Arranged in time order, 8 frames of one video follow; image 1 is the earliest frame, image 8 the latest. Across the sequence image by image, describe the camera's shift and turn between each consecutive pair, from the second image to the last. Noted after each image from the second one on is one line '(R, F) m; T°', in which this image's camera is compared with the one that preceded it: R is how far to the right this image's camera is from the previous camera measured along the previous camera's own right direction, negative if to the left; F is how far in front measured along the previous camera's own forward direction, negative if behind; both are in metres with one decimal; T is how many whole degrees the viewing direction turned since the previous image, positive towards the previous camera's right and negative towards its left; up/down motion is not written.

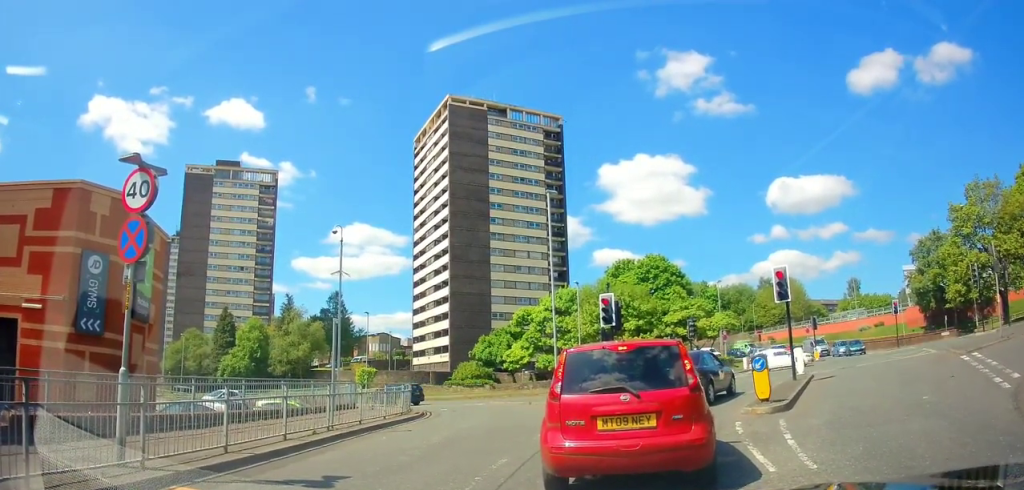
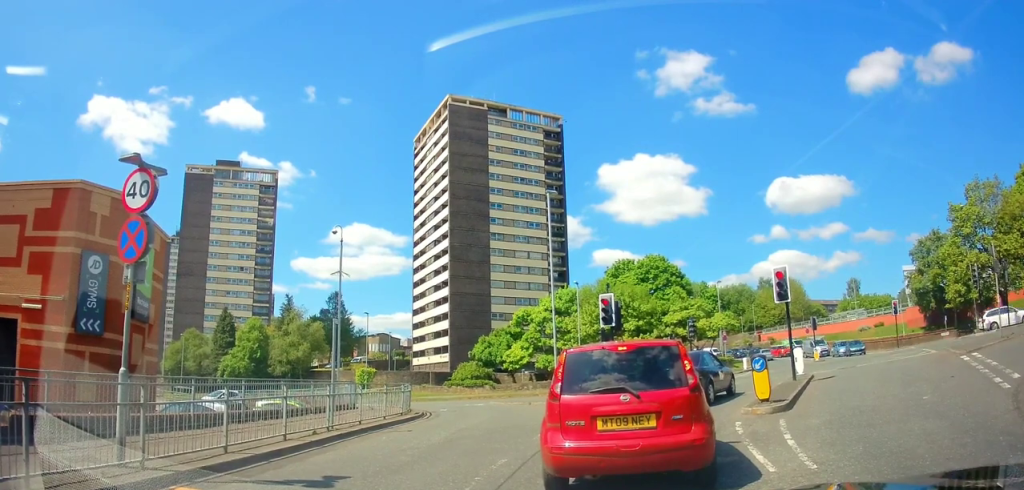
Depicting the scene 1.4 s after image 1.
(0.0, 0.0) m; 0°
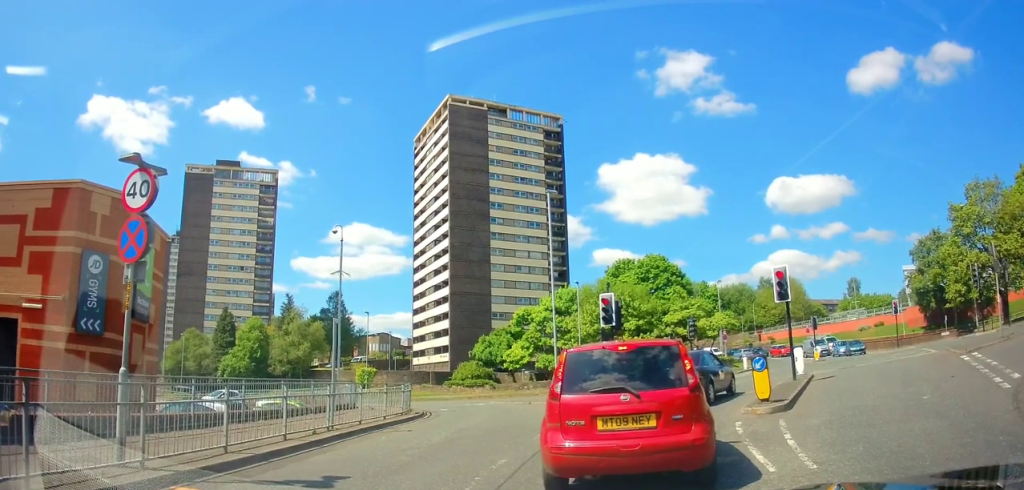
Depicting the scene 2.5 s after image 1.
(0.0, 0.0) m; 0°
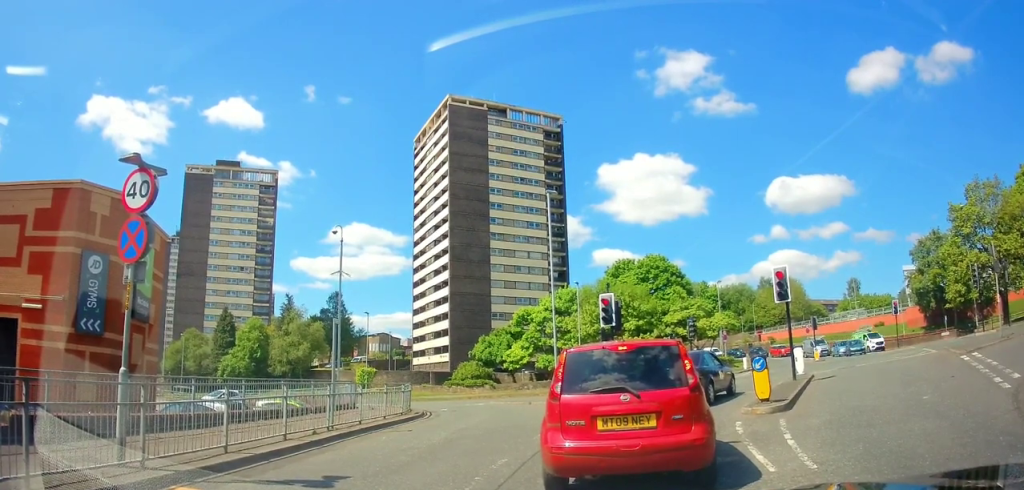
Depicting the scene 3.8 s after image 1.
(0.0, 0.0) m; 0°
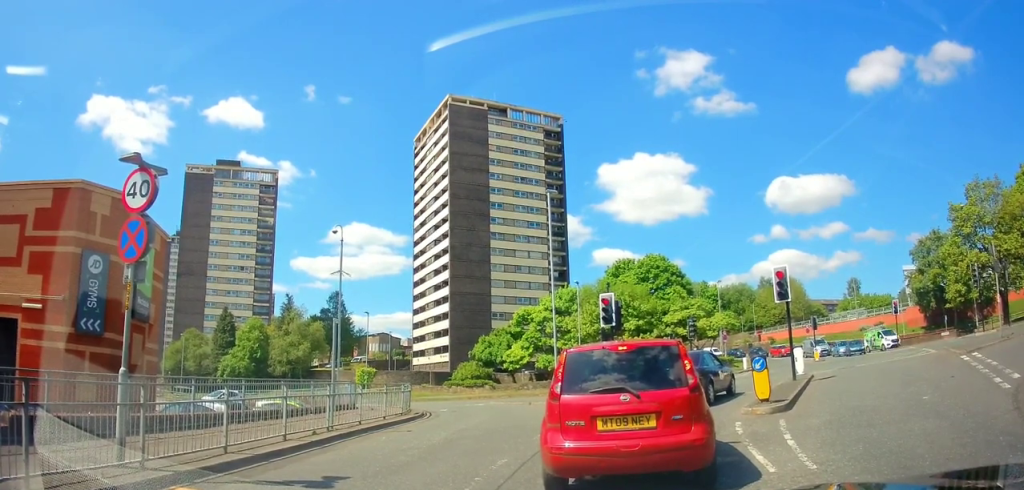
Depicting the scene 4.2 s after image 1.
(0.0, 0.0) m; 0°
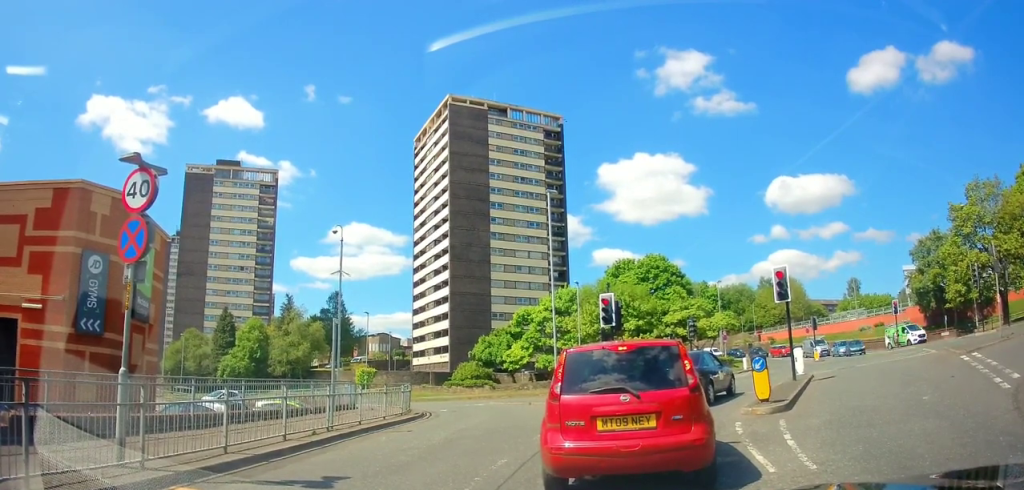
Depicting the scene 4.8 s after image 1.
(0.0, 0.0) m; 0°
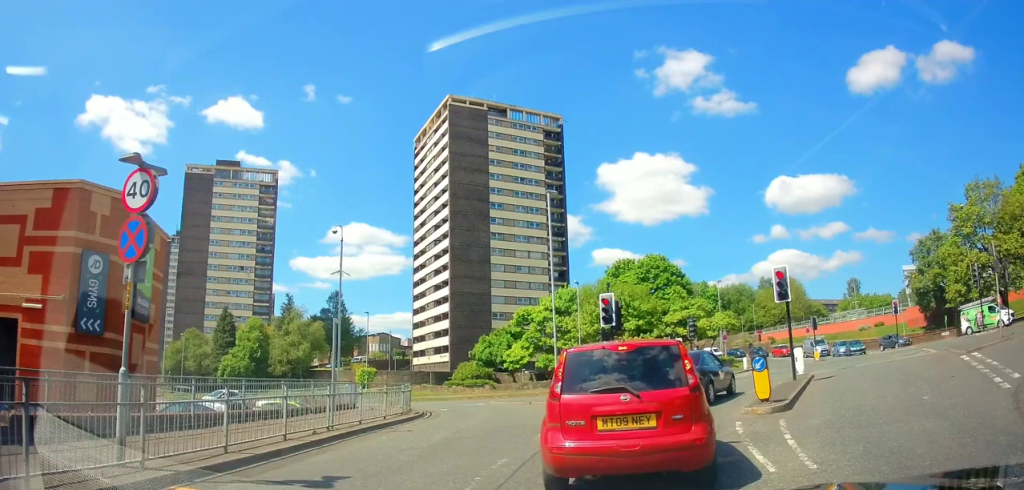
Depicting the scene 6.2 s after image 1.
(0.0, 0.0) m; 0°
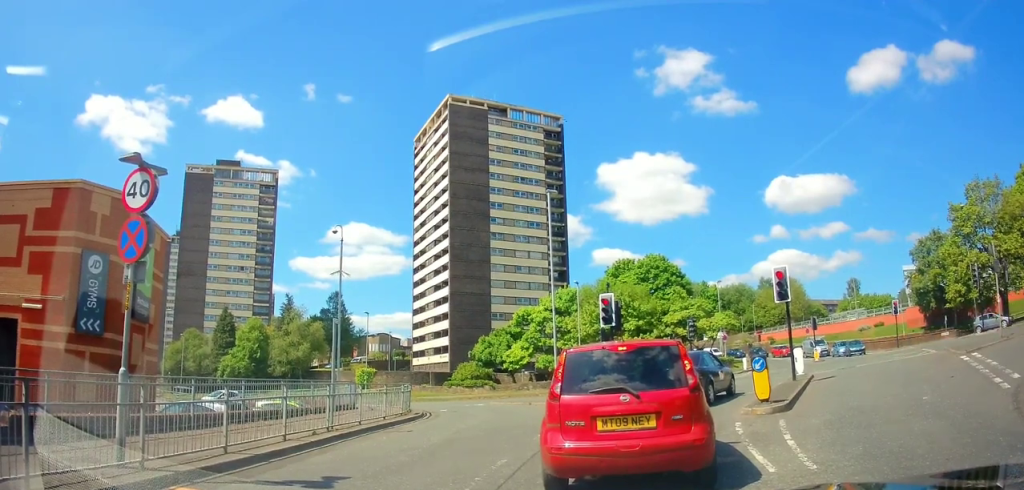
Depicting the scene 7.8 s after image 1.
(0.0, 0.0) m; 0°
